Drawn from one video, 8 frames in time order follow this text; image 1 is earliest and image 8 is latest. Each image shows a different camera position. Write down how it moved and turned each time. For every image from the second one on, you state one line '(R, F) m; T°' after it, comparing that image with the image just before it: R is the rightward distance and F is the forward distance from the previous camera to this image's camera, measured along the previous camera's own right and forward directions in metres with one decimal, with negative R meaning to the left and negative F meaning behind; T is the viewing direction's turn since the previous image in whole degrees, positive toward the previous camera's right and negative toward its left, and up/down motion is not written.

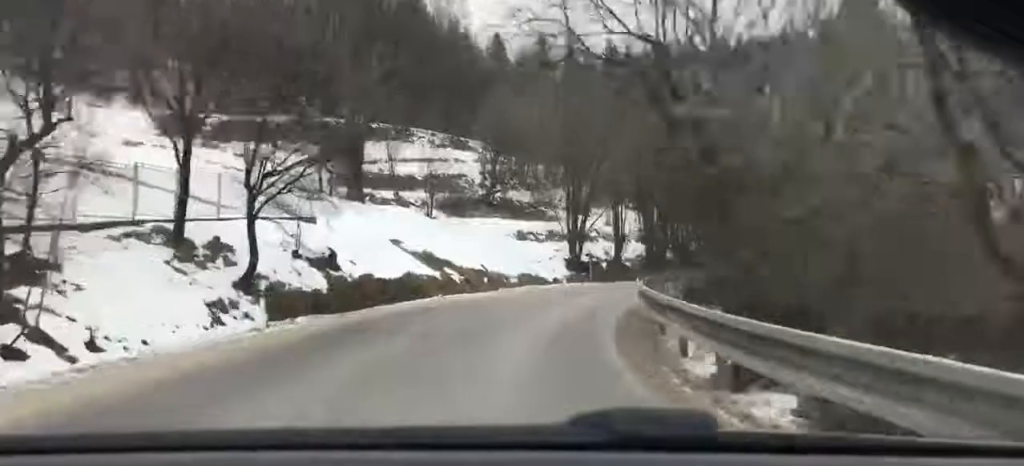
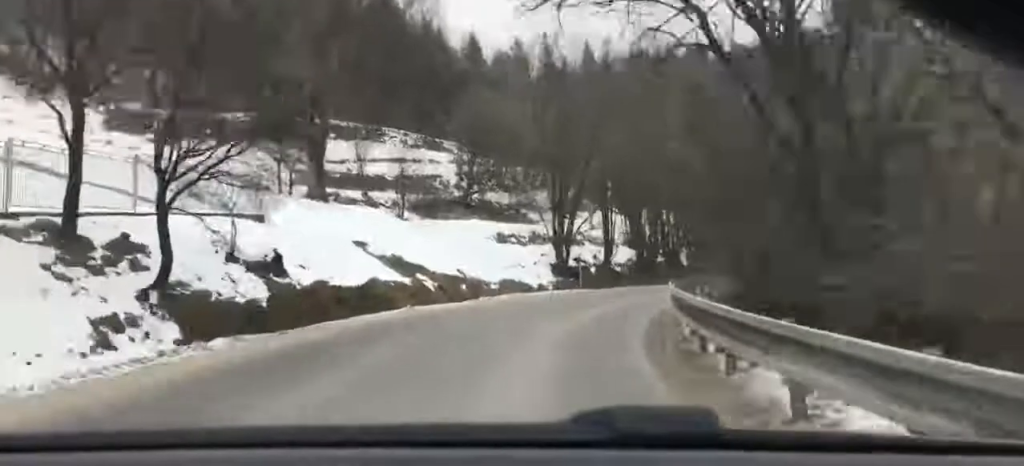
(-0.5, +4.3) m; -9°
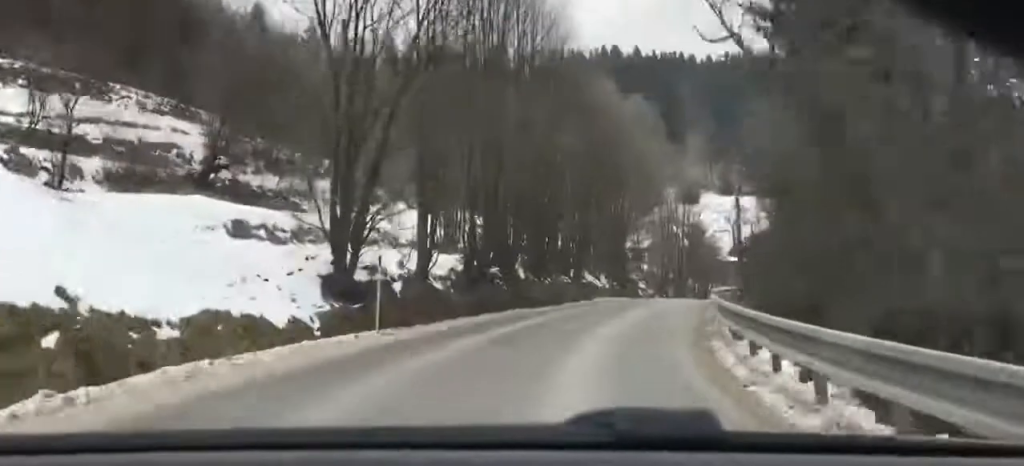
(-5.8, +21.0) m; -21°
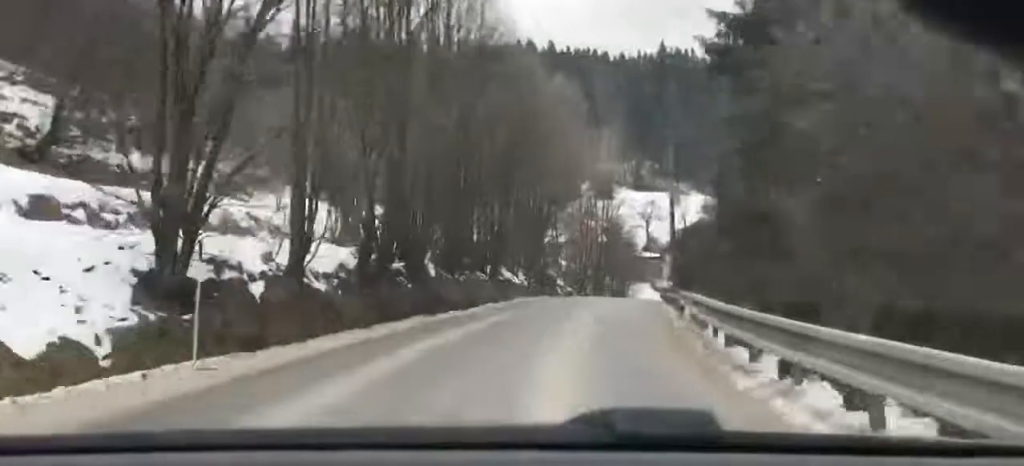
(0.0, +8.0) m; +1°
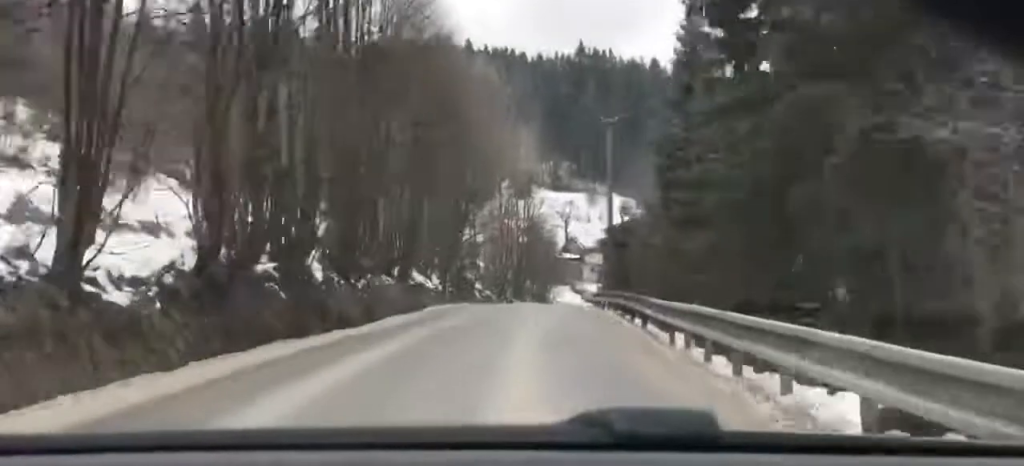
(+0.2, +7.6) m; +4°
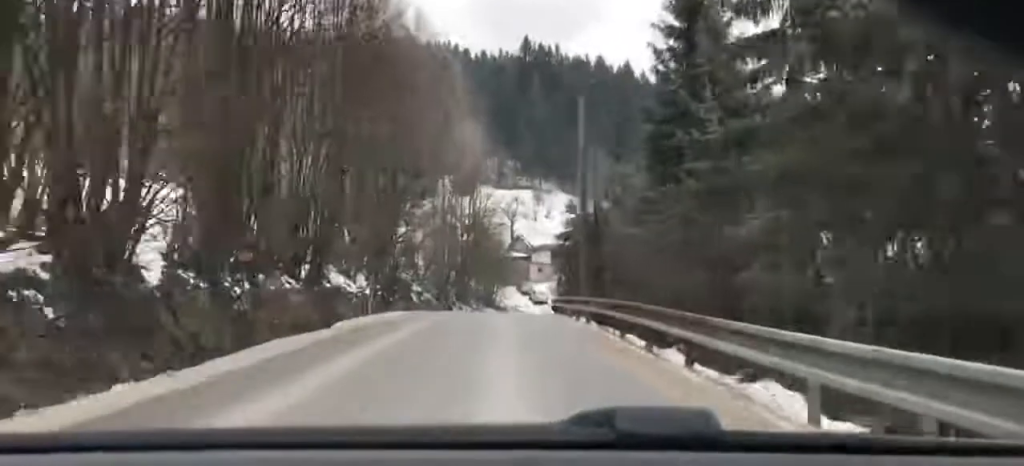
(+0.6, +7.9) m; +9°
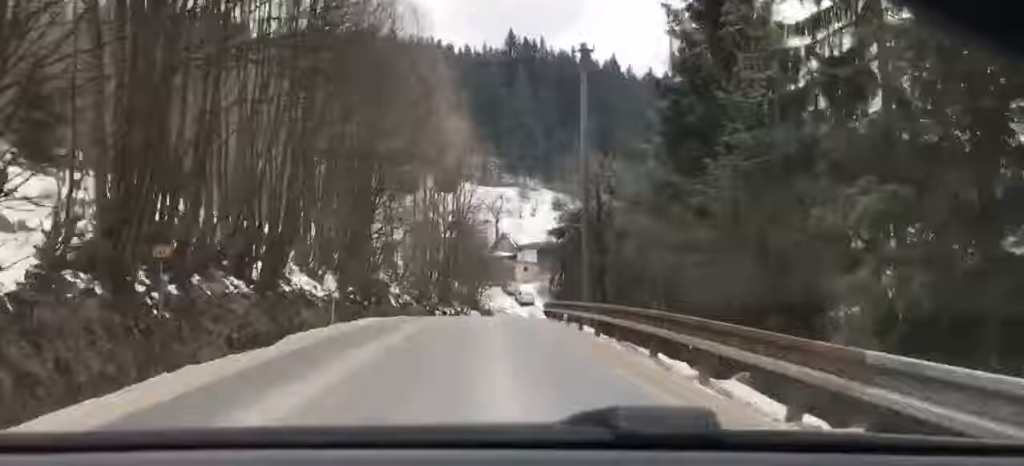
(0.0, +3.6) m; +5°
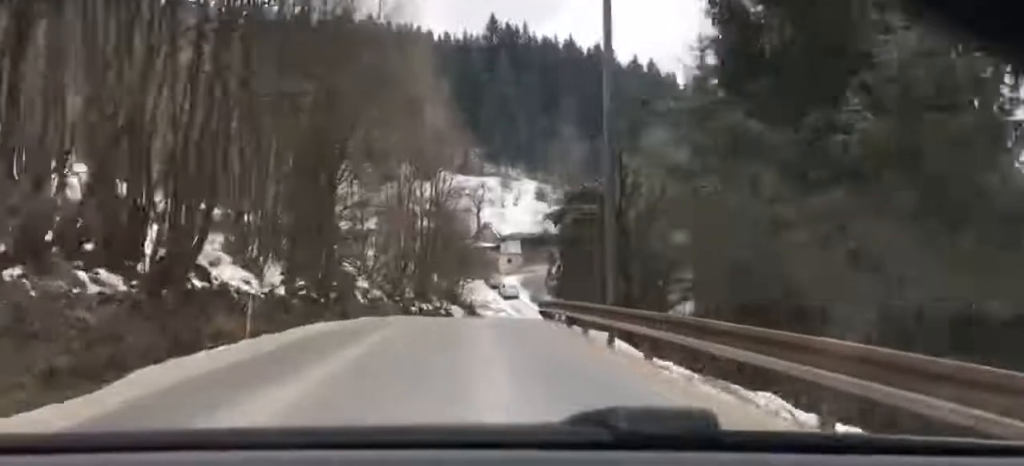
(+0.5, +6.1) m; +6°
